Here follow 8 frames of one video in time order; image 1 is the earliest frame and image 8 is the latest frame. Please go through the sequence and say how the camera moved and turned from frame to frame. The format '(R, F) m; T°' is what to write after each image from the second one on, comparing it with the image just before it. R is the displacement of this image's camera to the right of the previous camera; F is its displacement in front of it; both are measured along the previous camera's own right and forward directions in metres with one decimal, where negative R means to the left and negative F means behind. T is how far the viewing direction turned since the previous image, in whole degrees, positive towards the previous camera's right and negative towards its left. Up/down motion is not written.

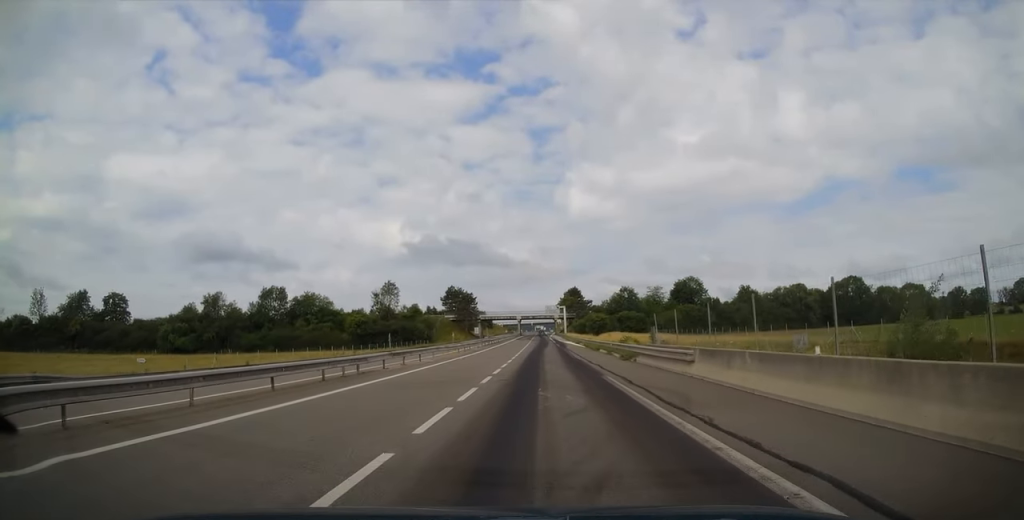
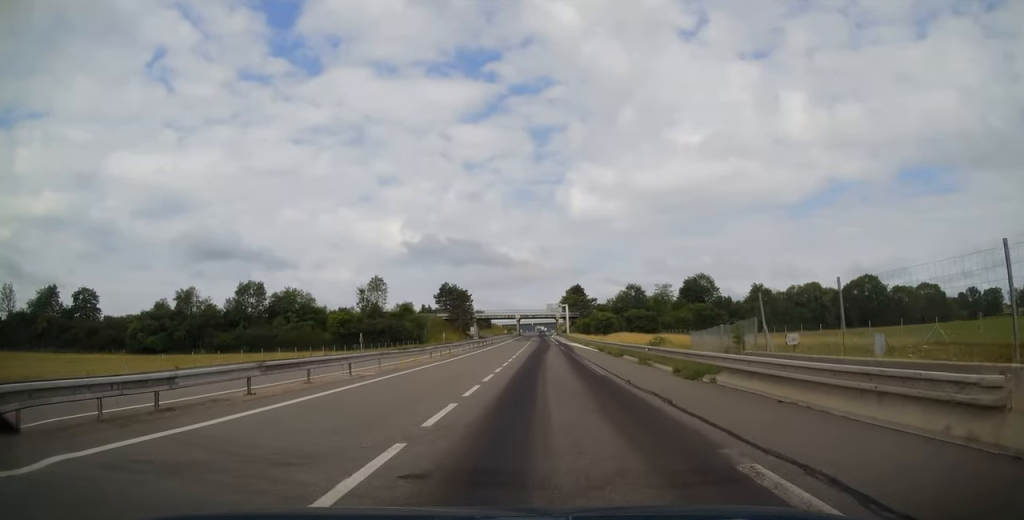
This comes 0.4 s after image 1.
(0.0, +13.0) m; 0°
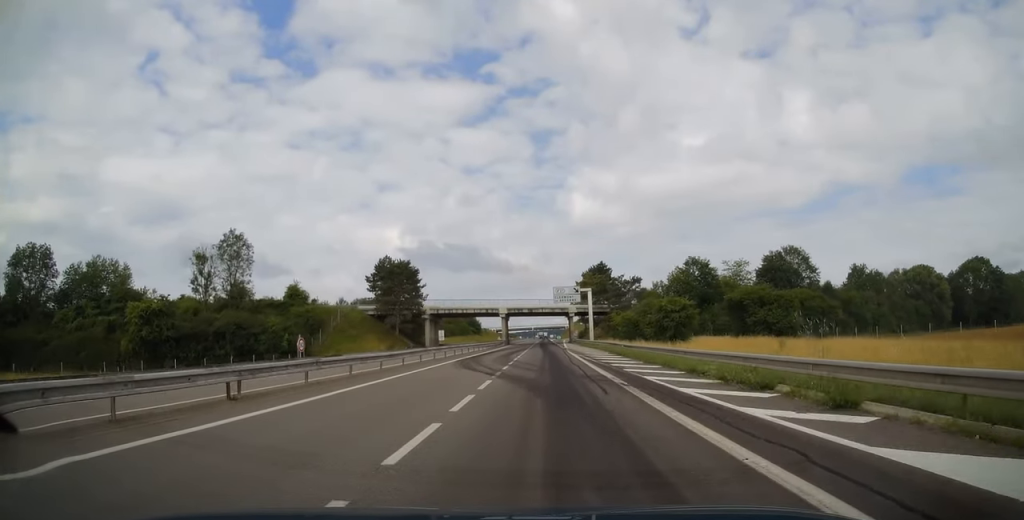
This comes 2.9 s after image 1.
(-0.7, +70.9) m; 0°
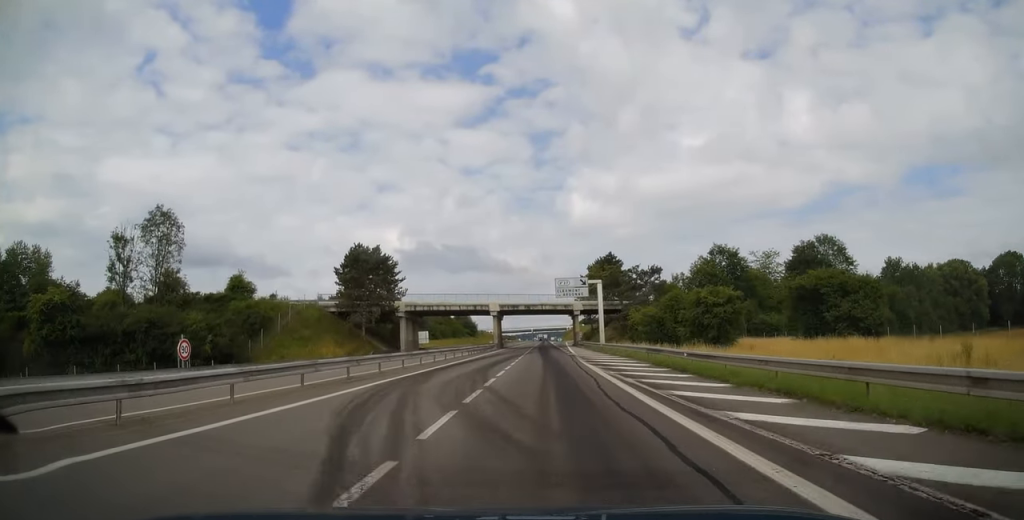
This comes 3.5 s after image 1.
(+0.1, +16.5) m; 0°
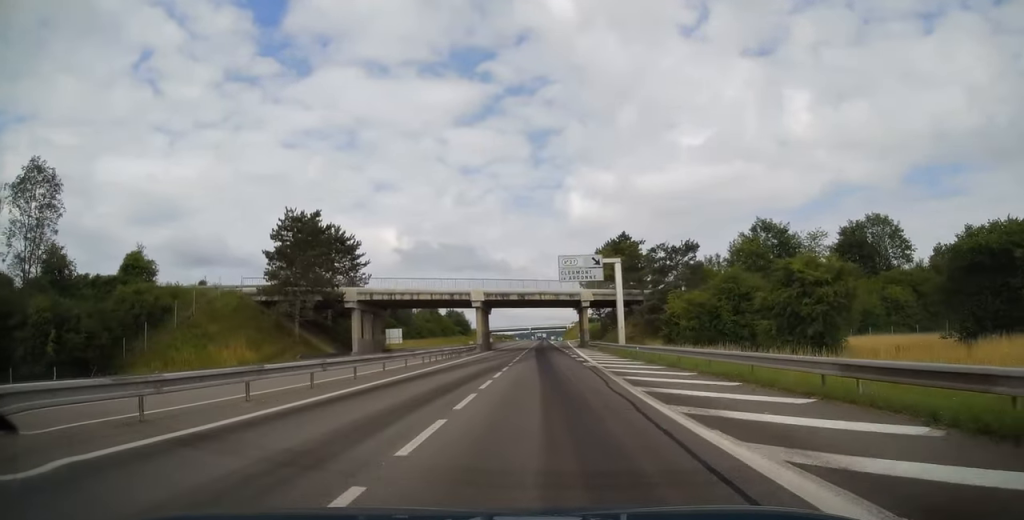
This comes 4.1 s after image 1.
(0.0, +19.4) m; -1°
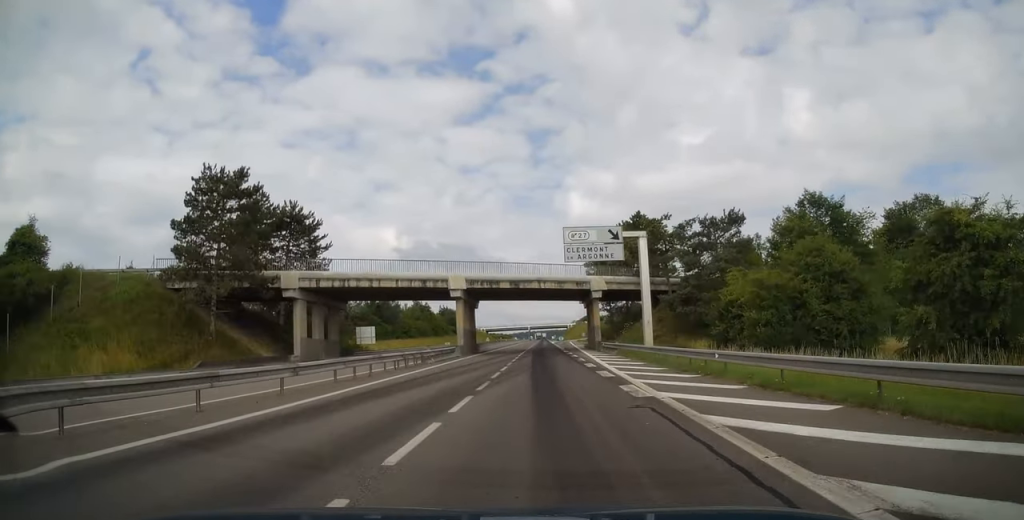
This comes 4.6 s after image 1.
(-0.1, +14.0) m; 0°
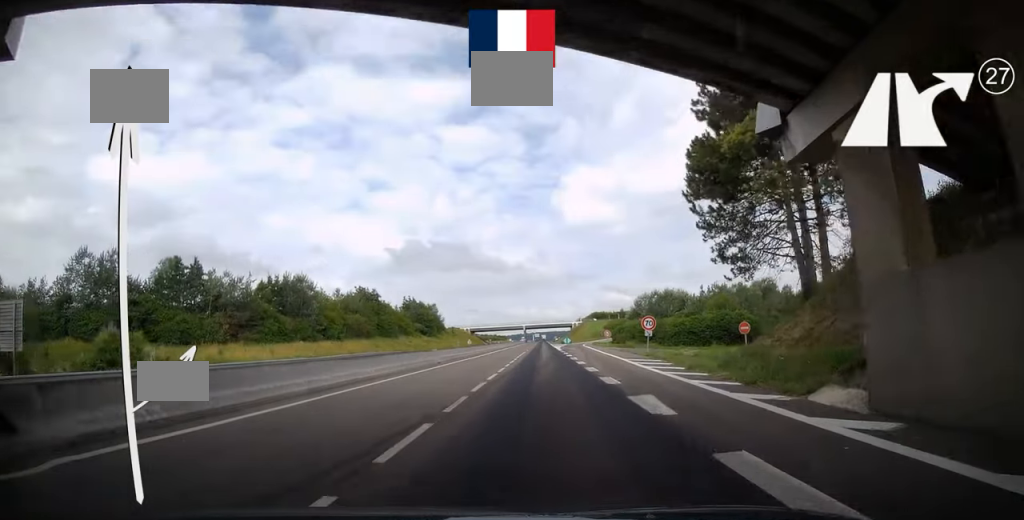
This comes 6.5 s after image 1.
(+0.2, +54.1) m; +1°
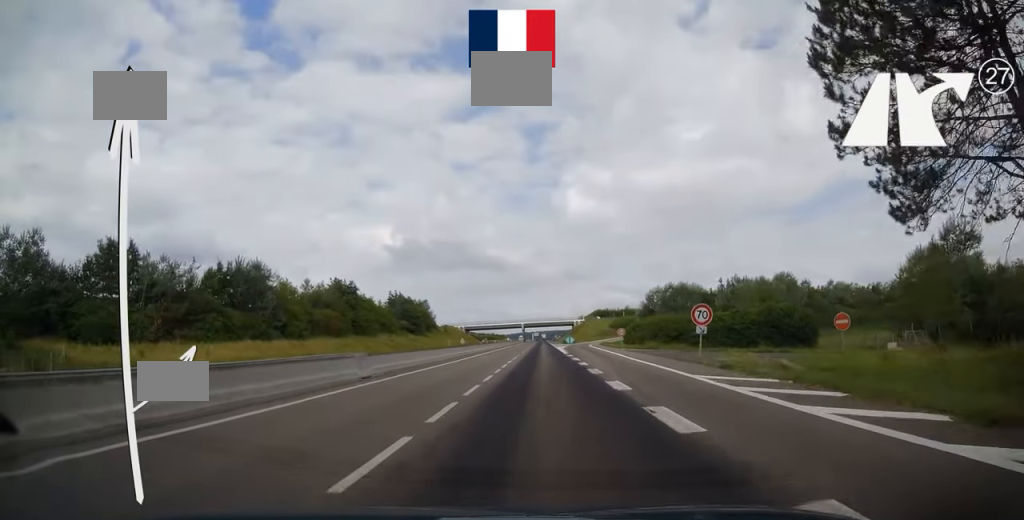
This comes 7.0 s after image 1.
(0.0, +15.1) m; 0°
